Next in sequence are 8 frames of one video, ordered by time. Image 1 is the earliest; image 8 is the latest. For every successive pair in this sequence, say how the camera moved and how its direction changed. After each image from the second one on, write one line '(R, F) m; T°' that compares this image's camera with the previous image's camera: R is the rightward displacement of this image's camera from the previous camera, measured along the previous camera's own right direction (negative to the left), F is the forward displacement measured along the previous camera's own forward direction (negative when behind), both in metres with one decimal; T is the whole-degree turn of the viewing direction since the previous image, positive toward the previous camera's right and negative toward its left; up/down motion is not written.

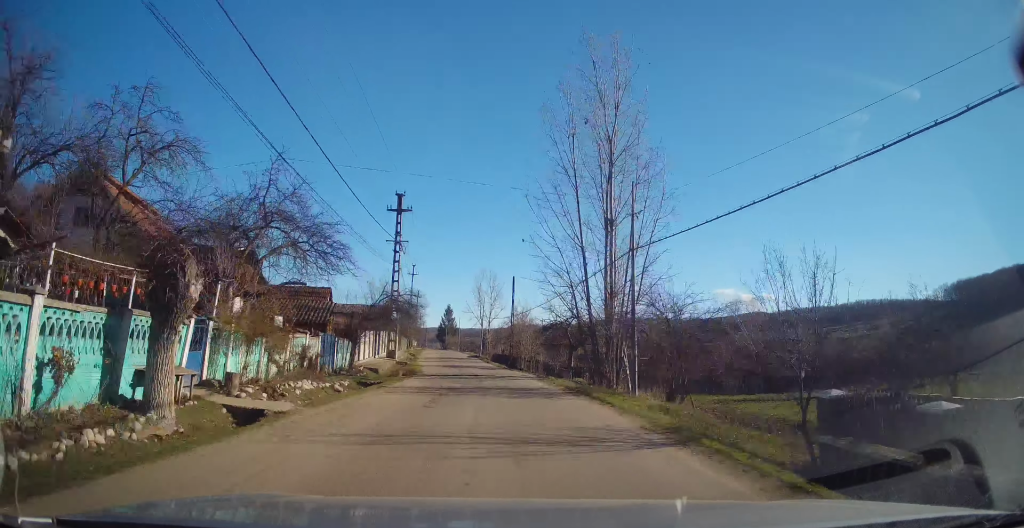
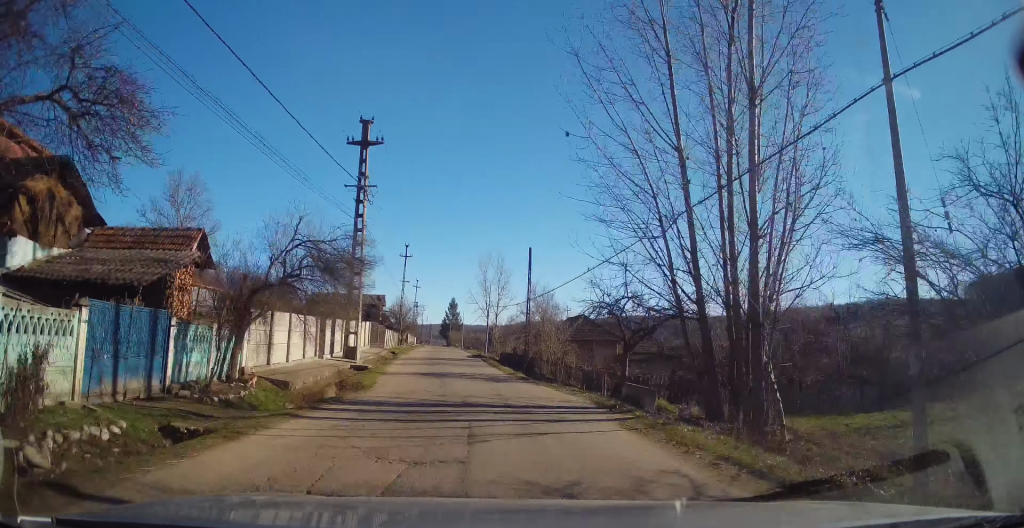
(0.0, +12.8) m; -1°
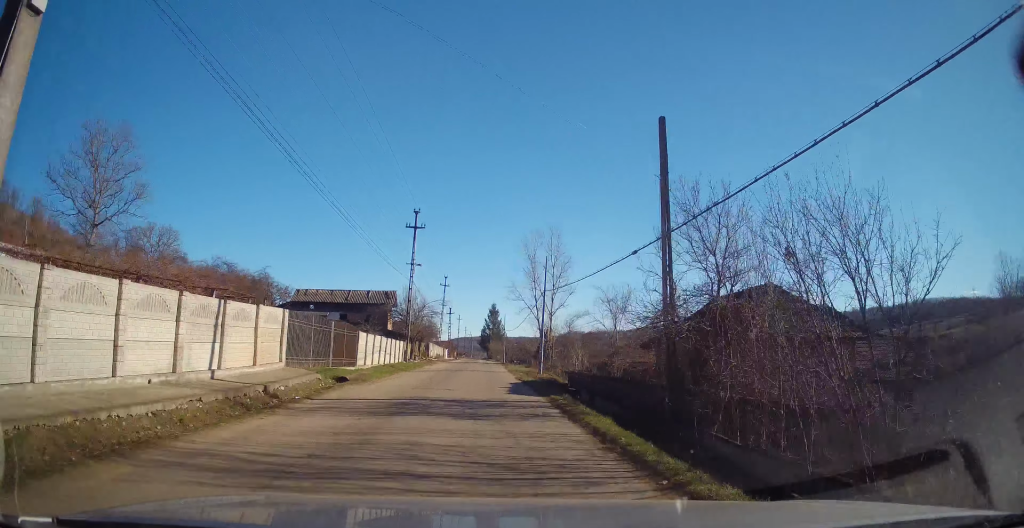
(-0.5, +22.1) m; -4°
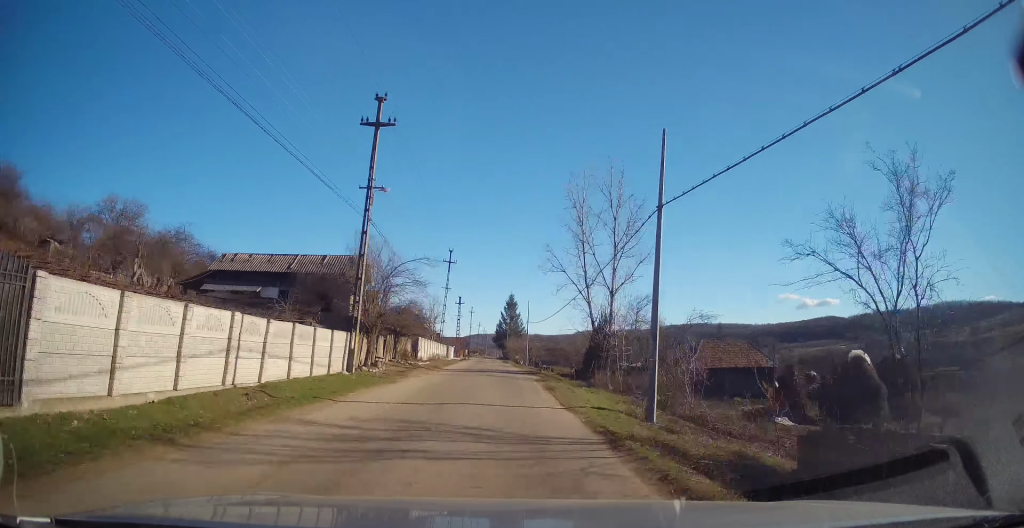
(-1.0, +20.9) m; -4°
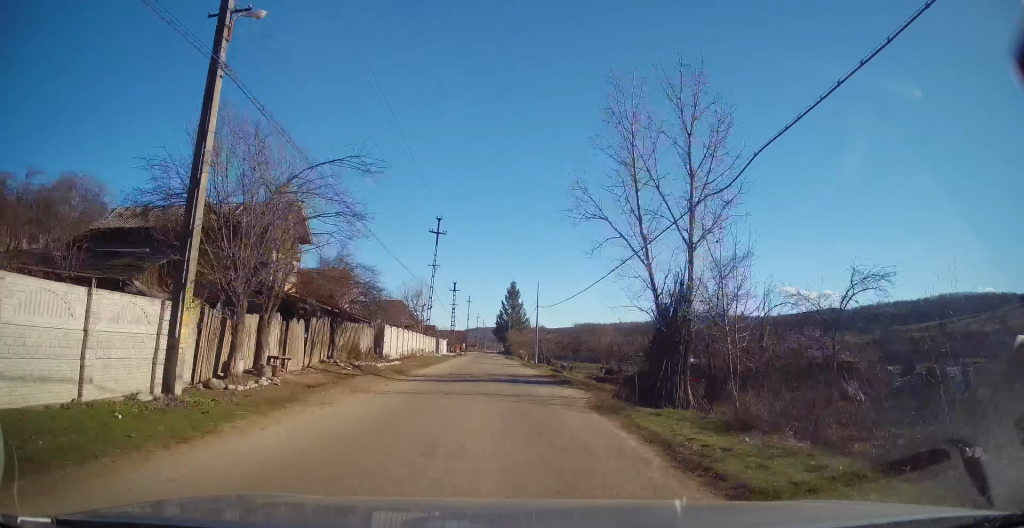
(-0.5, +13.4) m; +1°
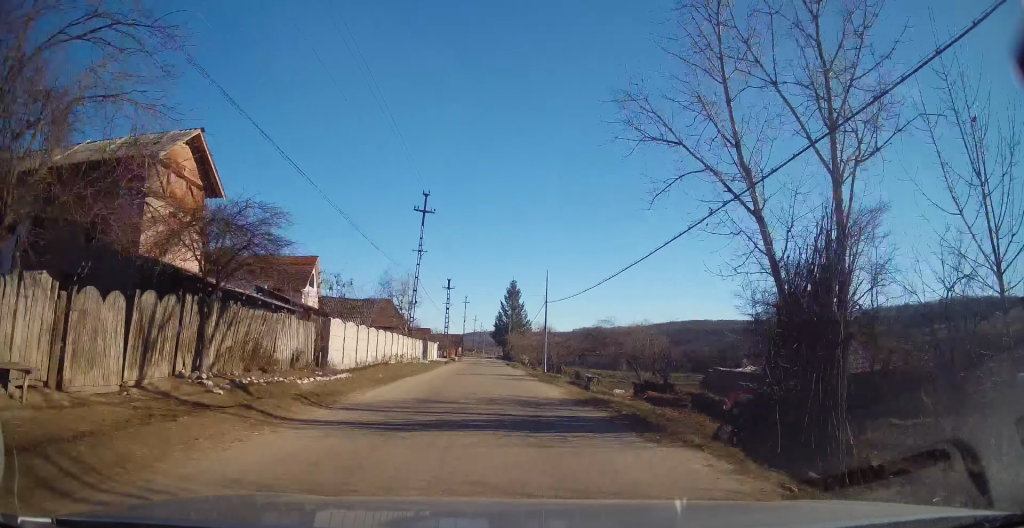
(+0.5, +9.4) m; +1°
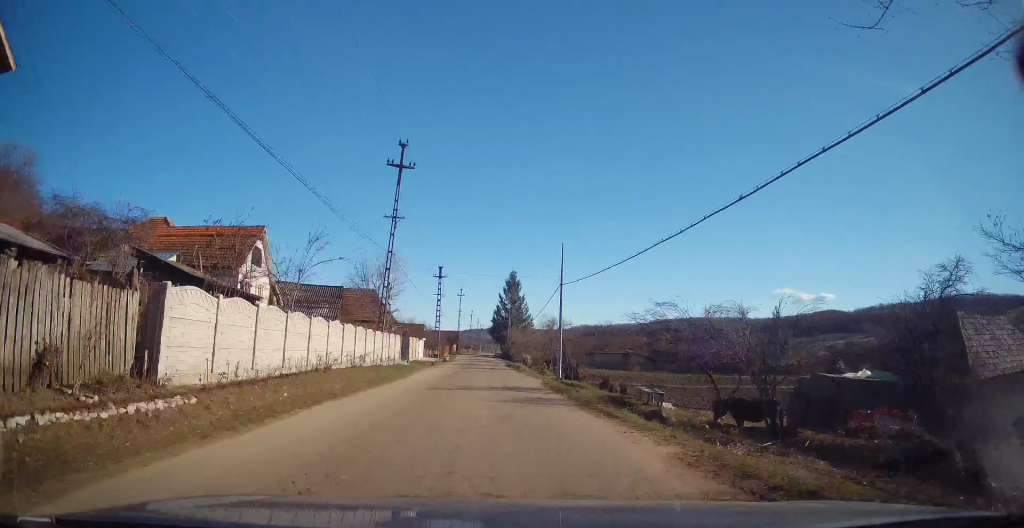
(+0.4, +10.0) m; +1°
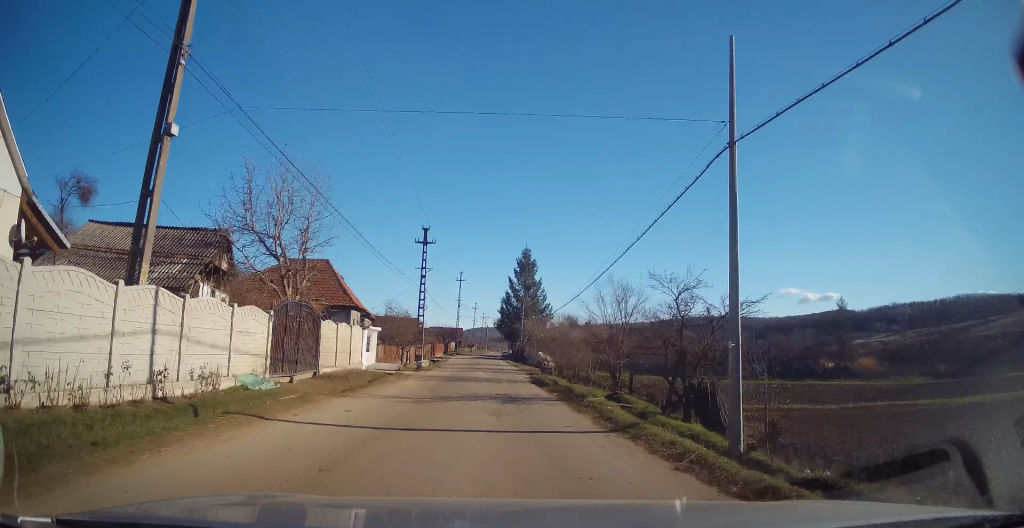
(-0.6, +22.3) m; -2°
